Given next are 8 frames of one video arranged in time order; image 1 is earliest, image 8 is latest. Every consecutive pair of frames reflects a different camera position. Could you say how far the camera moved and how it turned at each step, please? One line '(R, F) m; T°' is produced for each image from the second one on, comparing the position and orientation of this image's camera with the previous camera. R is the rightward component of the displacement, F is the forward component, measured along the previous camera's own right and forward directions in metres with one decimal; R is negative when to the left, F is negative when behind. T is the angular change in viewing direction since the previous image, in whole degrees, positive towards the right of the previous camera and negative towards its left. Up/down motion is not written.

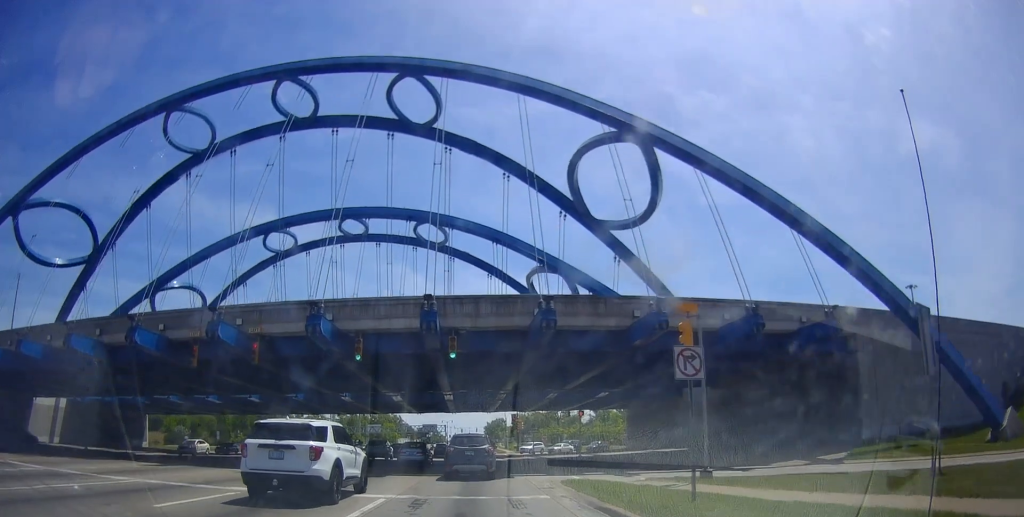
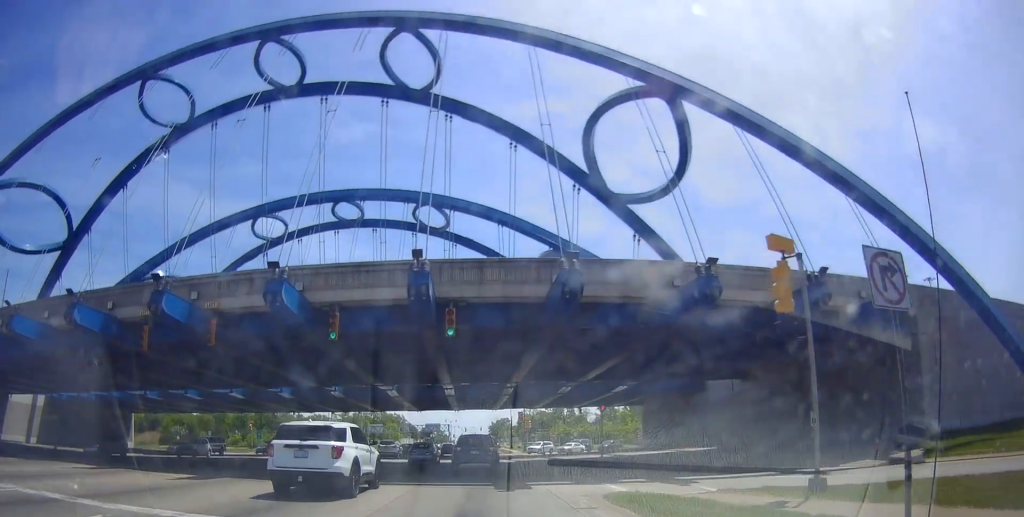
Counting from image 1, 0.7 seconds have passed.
(-0.2, +4.4) m; +1°
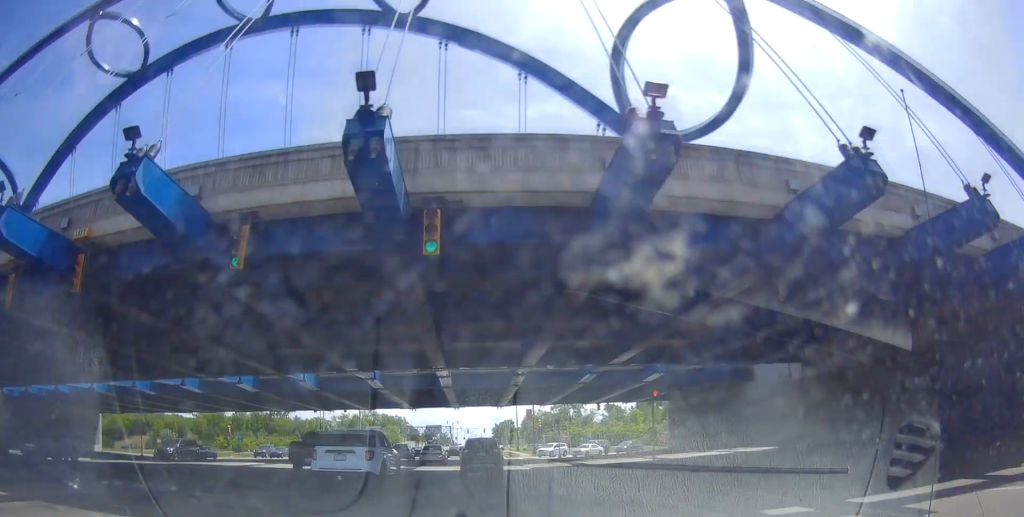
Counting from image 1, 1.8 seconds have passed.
(+0.4, +8.4) m; +3°
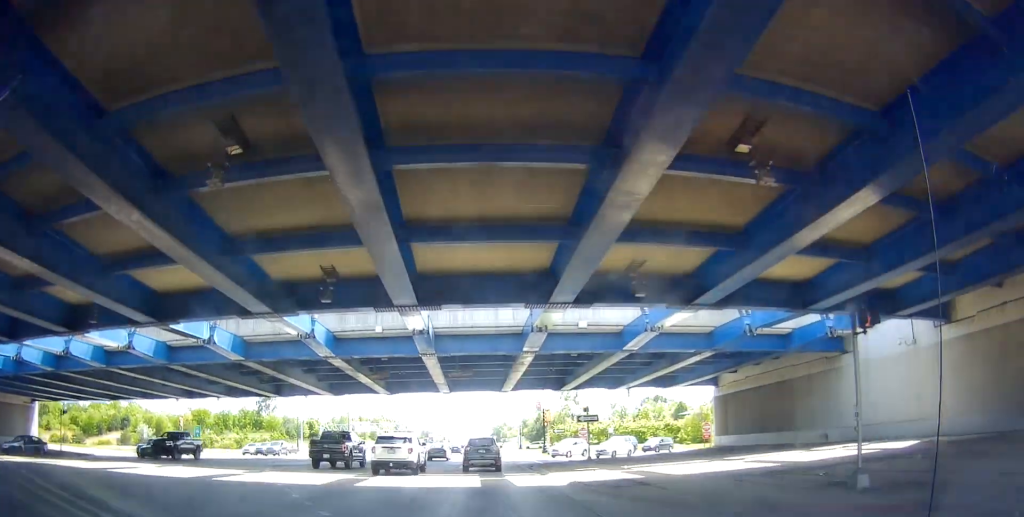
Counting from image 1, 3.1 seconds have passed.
(0.0, +13.2) m; 0°
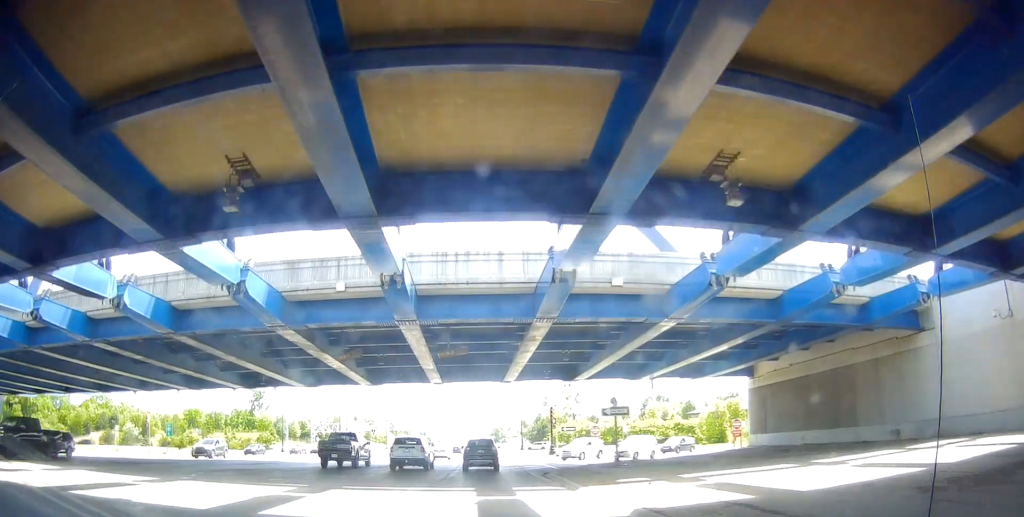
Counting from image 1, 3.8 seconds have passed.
(0.0, +6.9) m; 0°
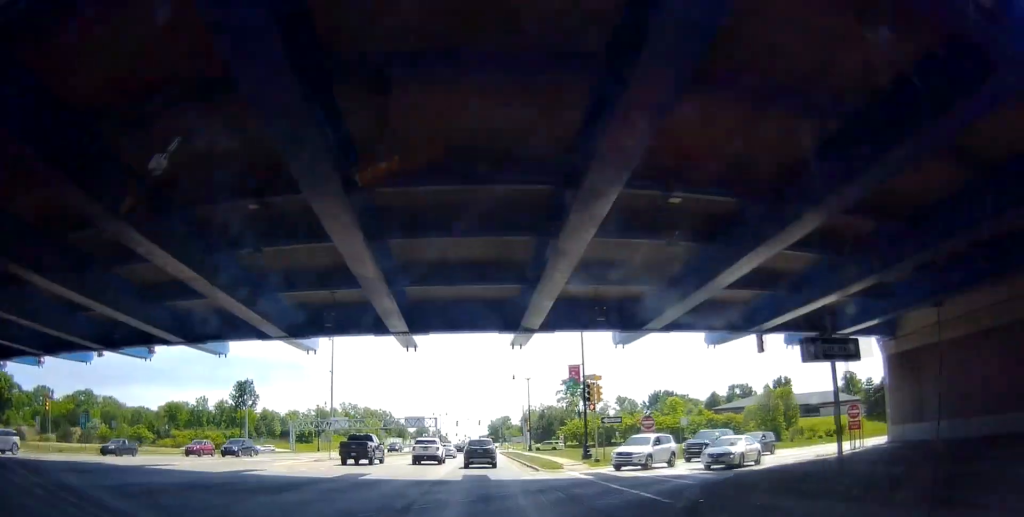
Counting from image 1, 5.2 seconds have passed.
(-0.1, +16.1) m; -3°
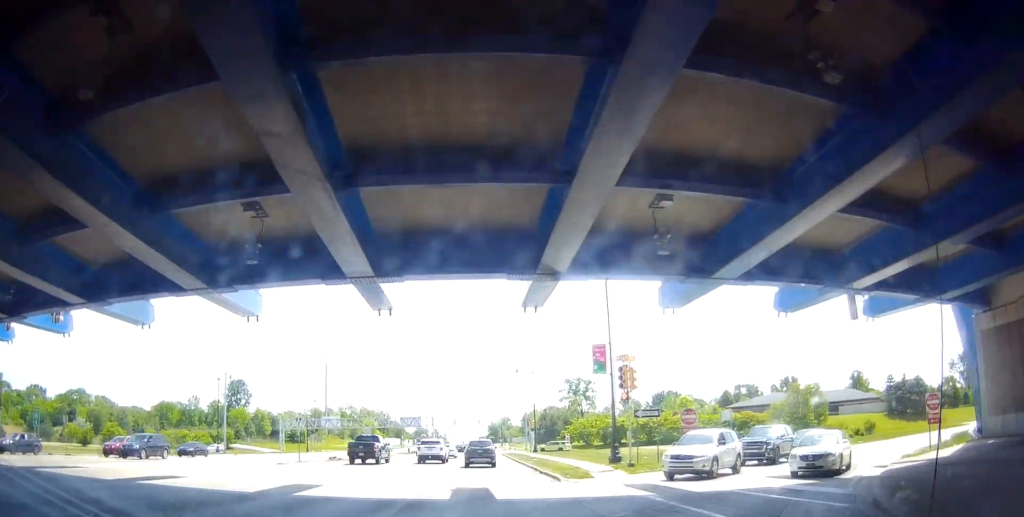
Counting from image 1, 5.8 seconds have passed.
(+0.1, +6.6) m; -2°
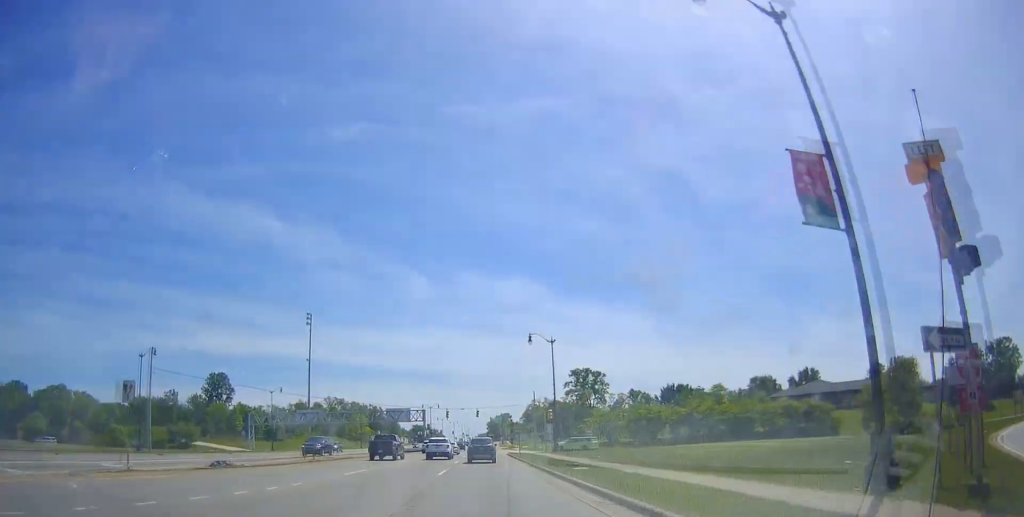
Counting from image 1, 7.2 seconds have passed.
(-0.8, +17.5) m; 0°
